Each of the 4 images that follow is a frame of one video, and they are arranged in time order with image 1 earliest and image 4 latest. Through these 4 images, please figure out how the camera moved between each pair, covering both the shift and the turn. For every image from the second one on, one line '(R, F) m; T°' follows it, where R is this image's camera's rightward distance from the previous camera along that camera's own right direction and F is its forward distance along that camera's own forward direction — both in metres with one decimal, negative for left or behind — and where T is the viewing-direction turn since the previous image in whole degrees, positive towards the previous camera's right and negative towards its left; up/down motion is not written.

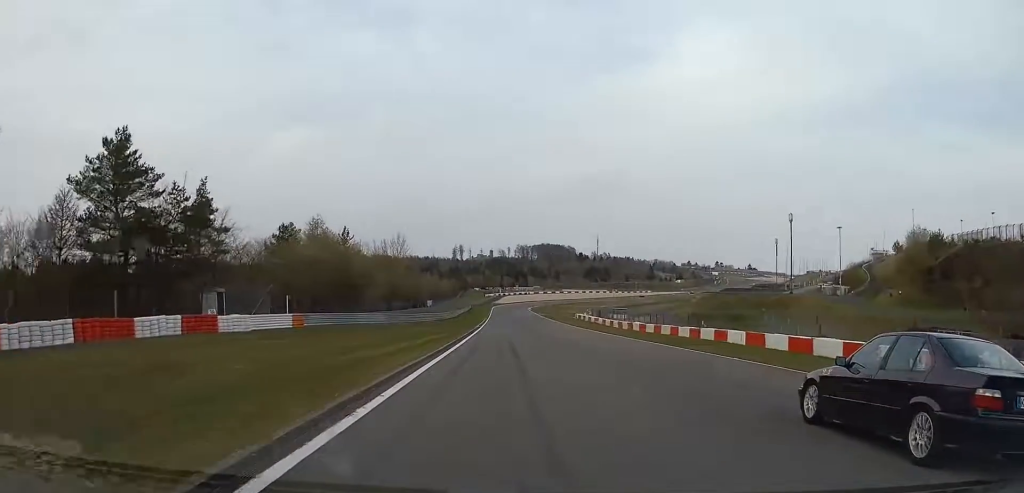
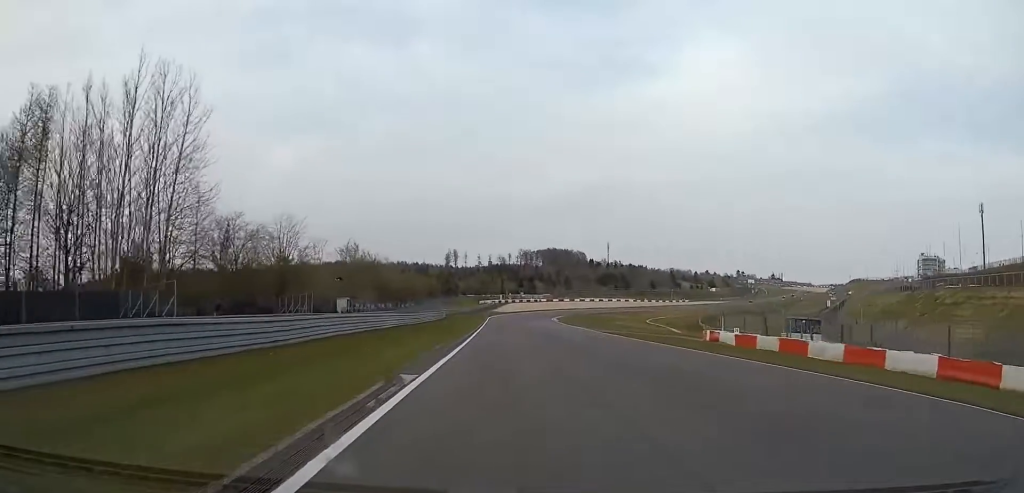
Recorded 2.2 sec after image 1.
(+0.1, +100.5) m; 0°
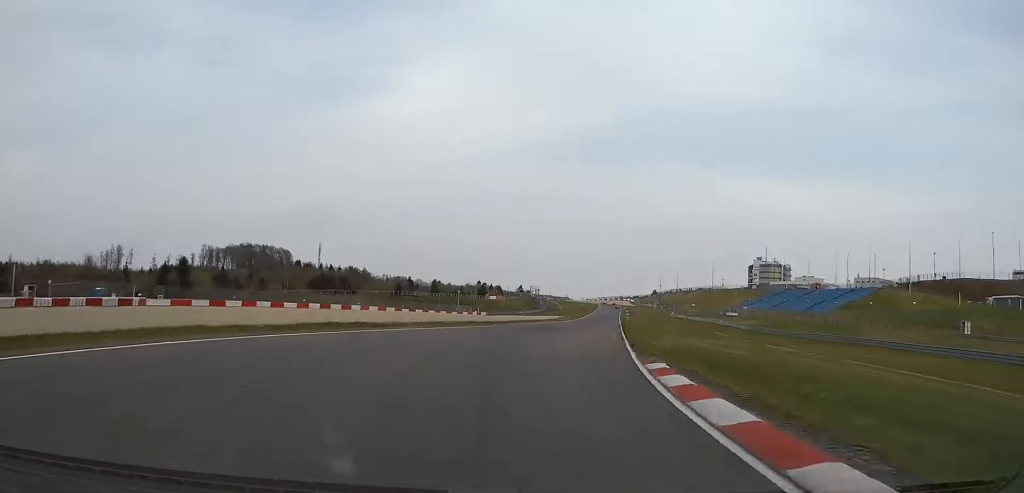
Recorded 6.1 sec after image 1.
(+23.2, +190.7) m; +22°
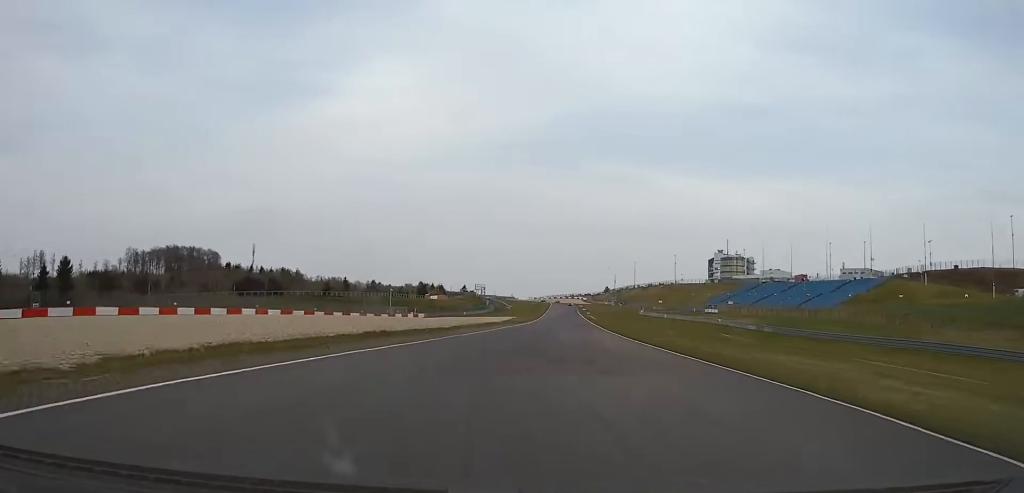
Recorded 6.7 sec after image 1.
(+1.9, +34.3) m; +6°
